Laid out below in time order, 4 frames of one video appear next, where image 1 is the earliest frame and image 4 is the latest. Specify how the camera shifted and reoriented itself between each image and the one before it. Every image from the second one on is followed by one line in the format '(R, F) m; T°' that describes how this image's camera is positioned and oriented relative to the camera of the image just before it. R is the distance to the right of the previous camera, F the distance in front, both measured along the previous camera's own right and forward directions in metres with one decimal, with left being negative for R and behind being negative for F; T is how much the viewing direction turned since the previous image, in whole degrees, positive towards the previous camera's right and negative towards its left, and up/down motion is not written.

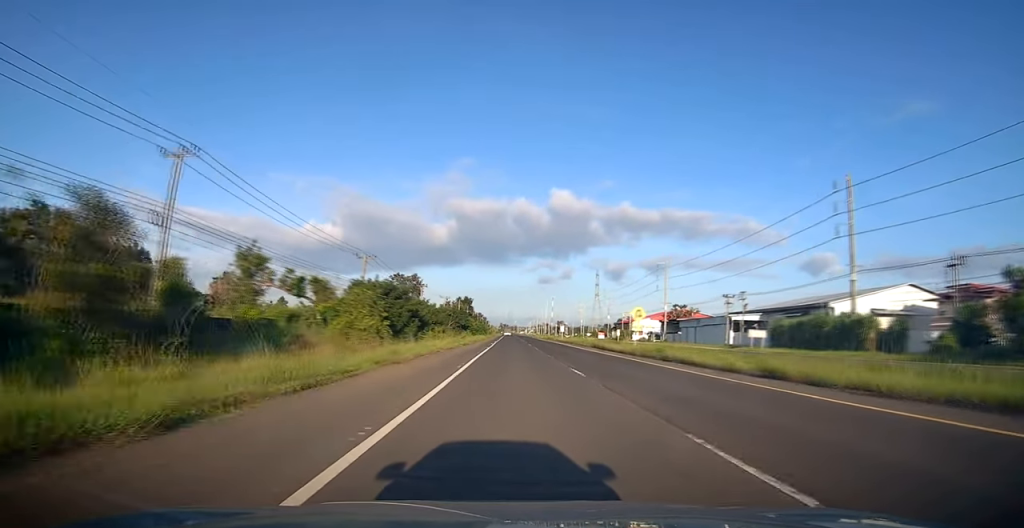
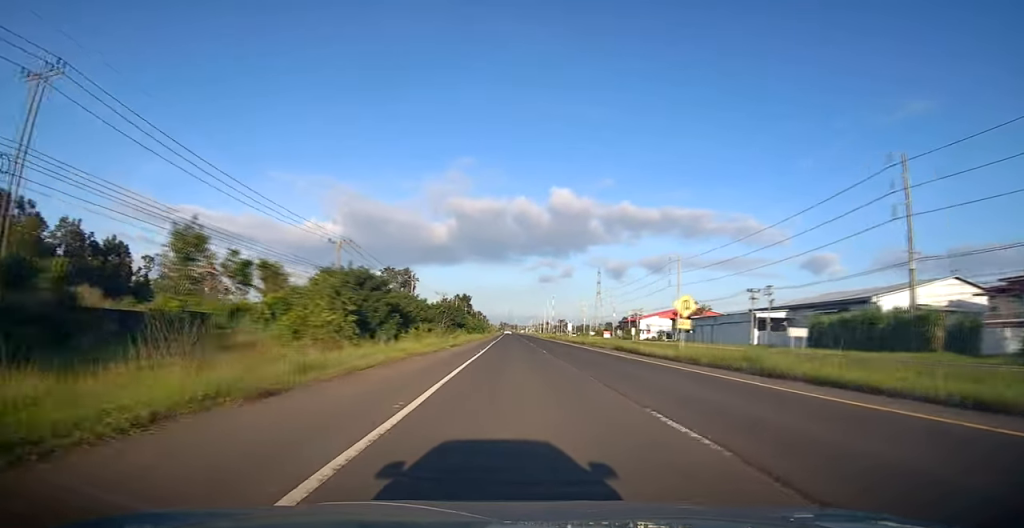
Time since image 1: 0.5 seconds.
(0.0, +10.4) m; 0°
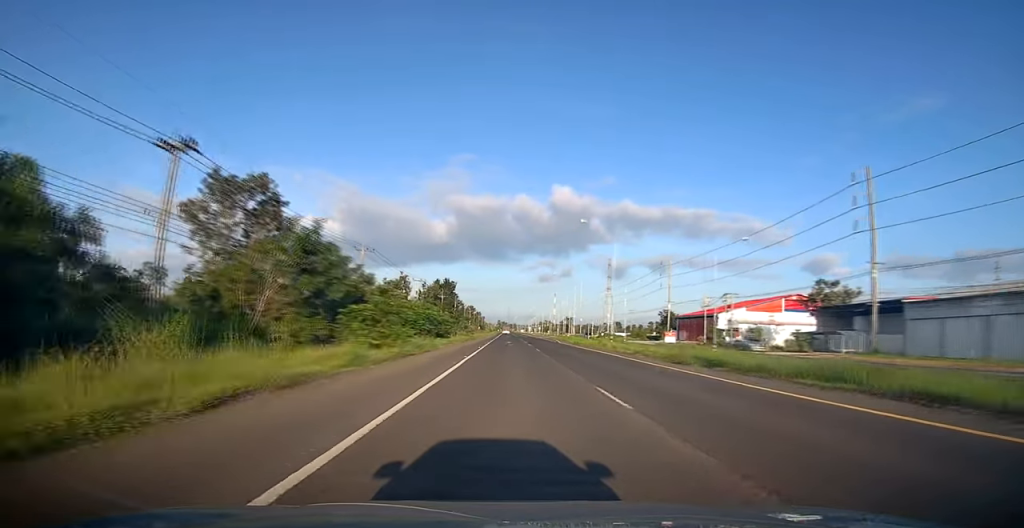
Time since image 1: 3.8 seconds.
(+0.5, +71.2) m; 0°
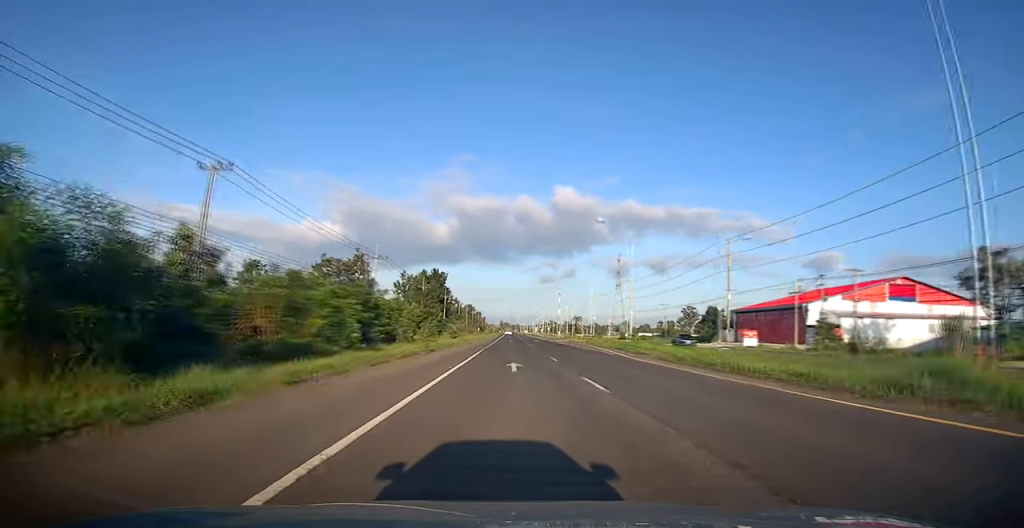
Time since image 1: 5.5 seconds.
(-0.1, +35.8) m; 0°
